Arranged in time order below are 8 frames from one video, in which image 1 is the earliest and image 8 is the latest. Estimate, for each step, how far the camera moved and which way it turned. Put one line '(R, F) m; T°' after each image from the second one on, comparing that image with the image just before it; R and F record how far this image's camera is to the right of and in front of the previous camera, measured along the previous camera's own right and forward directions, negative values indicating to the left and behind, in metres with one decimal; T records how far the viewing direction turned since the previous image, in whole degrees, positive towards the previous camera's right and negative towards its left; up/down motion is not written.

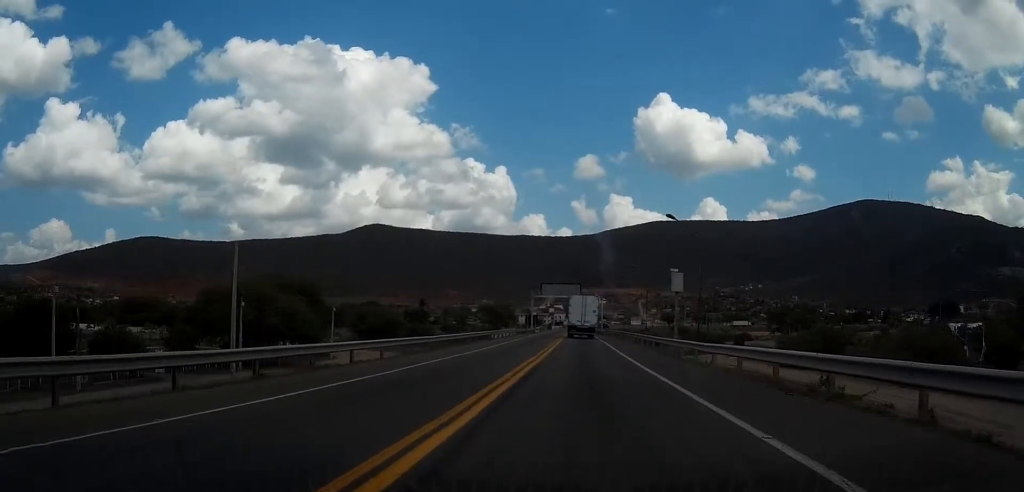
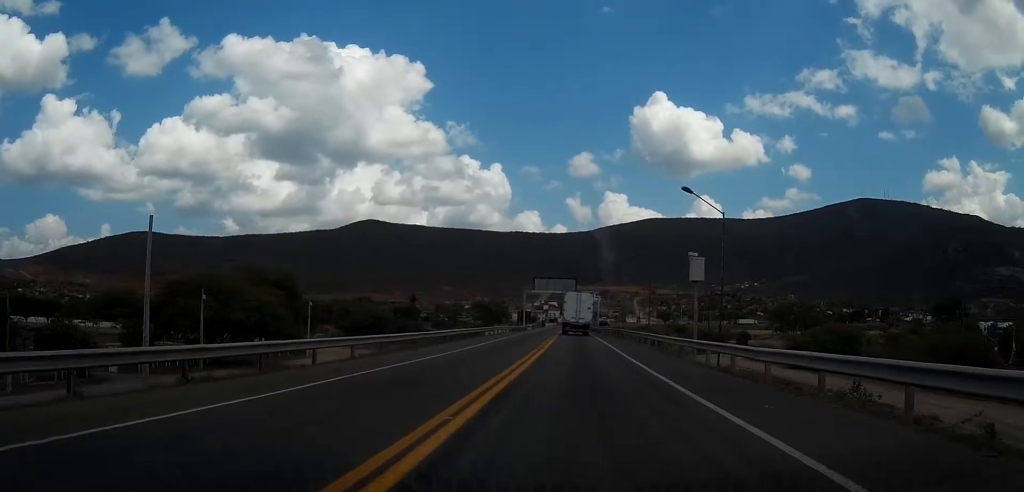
(0.0, +7.6) m; 0°
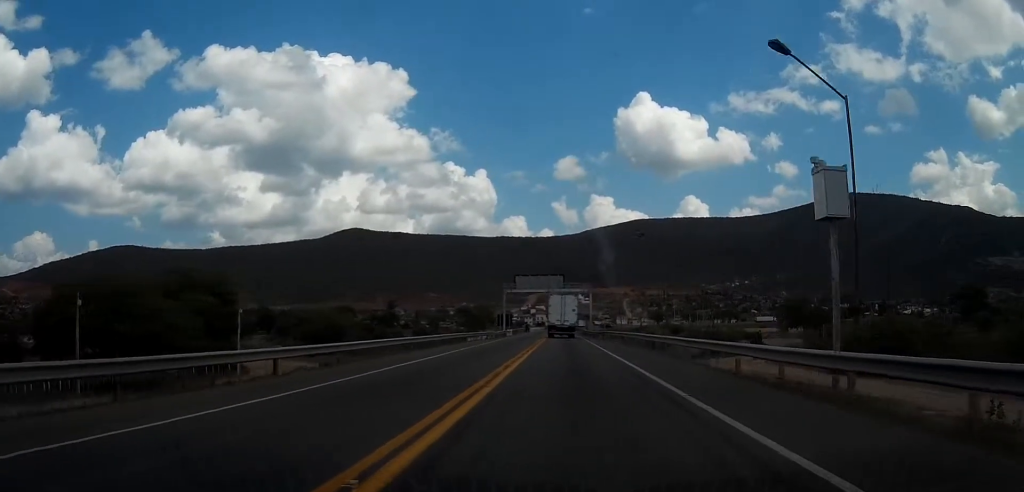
(0.0, +18.5) m; 0°
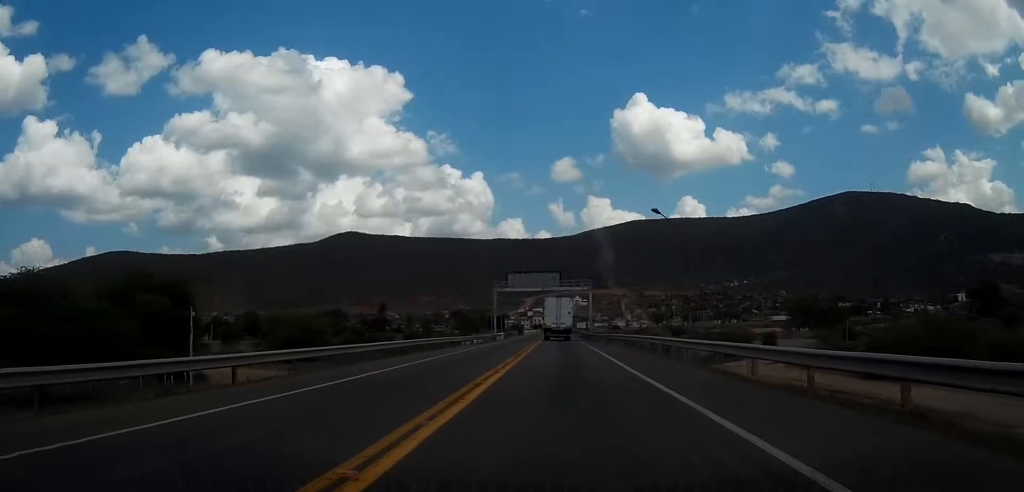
(0.0, +10.4) m; 0°
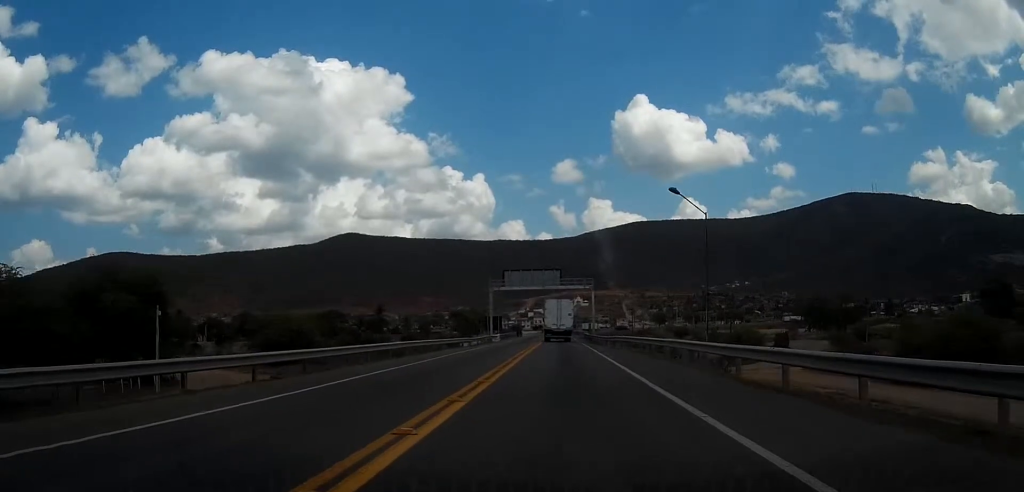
(+0.1, +6.7) m; 0°
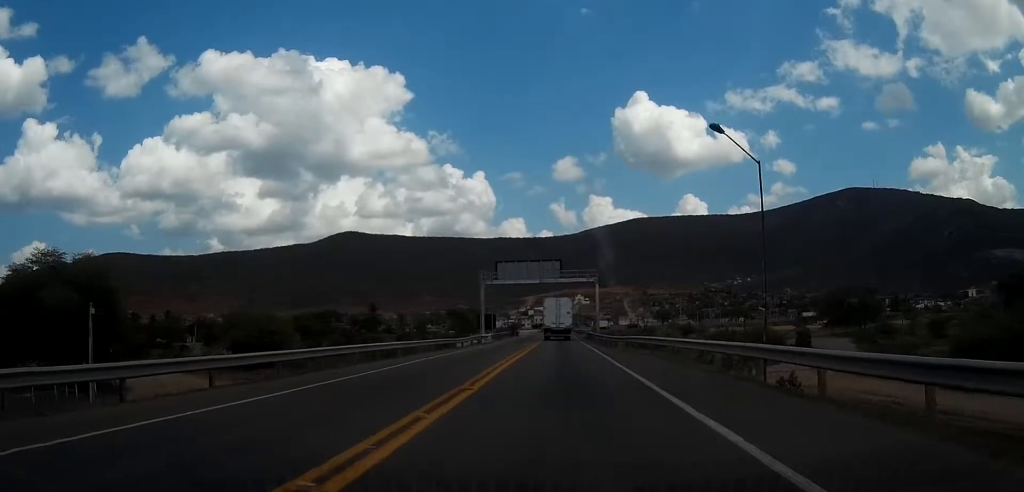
(0.0, +10.5) m; 0°
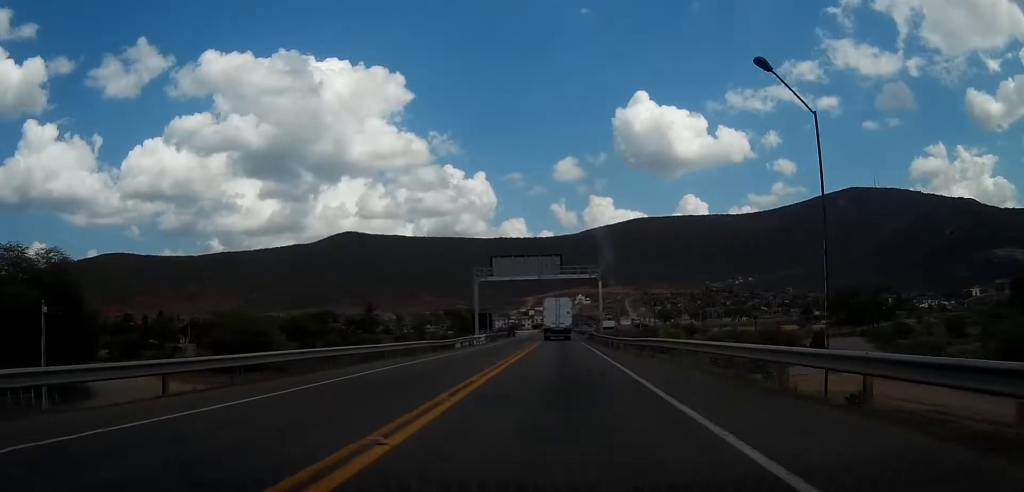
(-0.1, +6.2) m; 0°
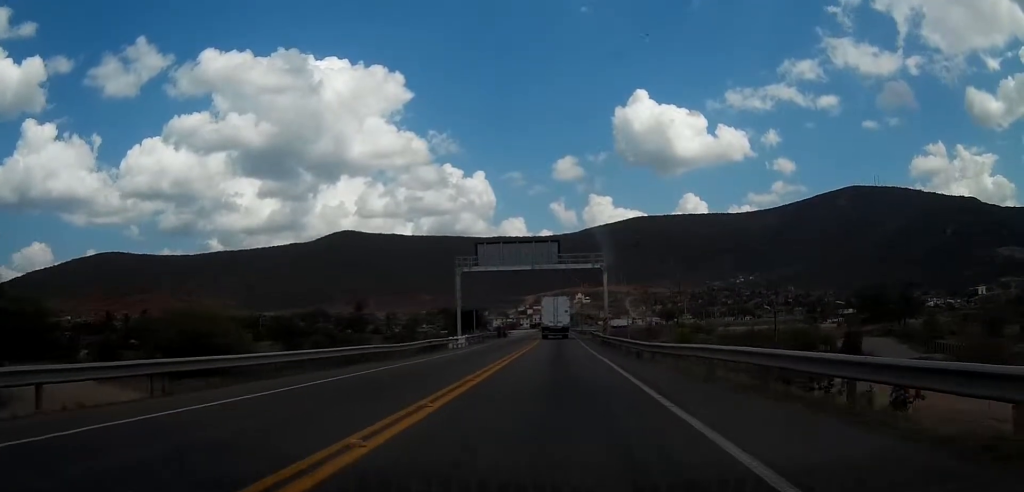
(+0.1, +12.4) m; 0°
